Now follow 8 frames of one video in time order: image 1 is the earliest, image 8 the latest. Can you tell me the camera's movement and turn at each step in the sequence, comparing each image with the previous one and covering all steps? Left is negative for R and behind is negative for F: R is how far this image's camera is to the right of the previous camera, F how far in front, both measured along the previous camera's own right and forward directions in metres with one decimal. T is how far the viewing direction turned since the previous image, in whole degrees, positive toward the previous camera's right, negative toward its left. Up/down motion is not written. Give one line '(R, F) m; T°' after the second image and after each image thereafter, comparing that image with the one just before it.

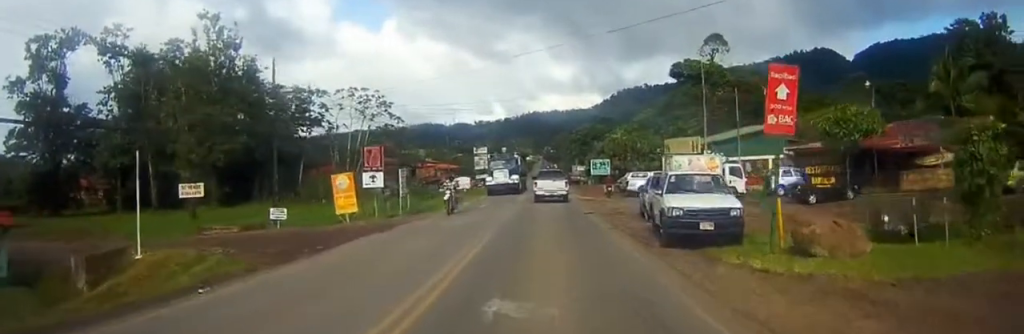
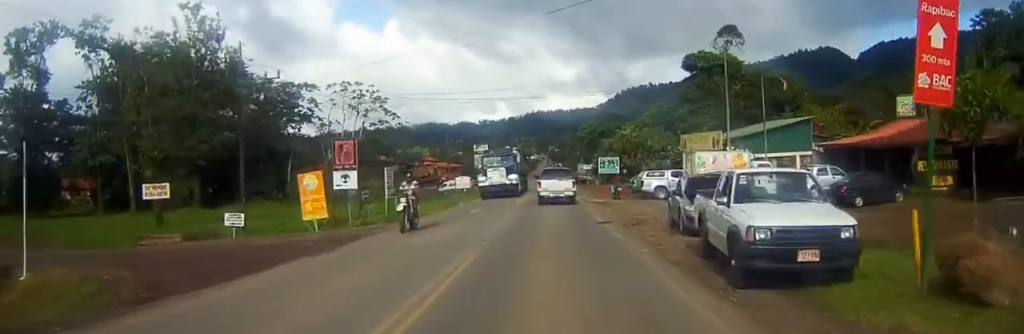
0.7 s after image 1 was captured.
(0.0, +5.3) m; 0°
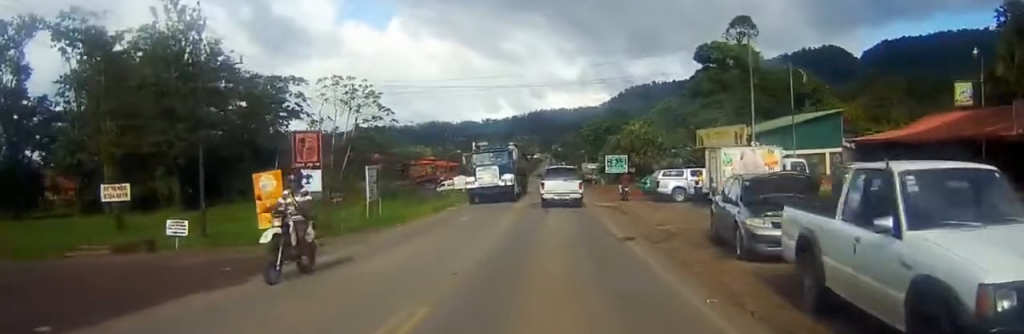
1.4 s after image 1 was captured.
(0.0, +5.1) m; 0°
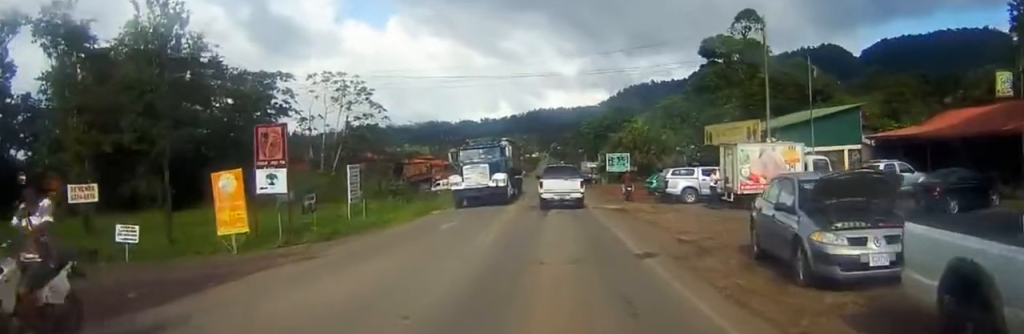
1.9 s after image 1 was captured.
(-0.1, +3.4) m; 0°
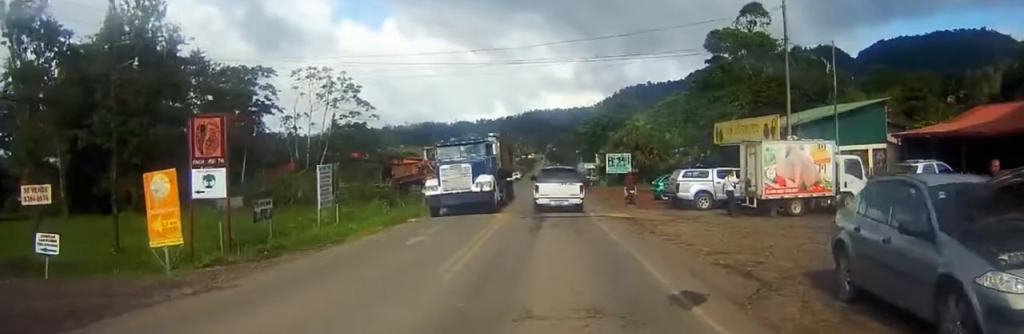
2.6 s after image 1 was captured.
(0.0, +4.4) m; 0°
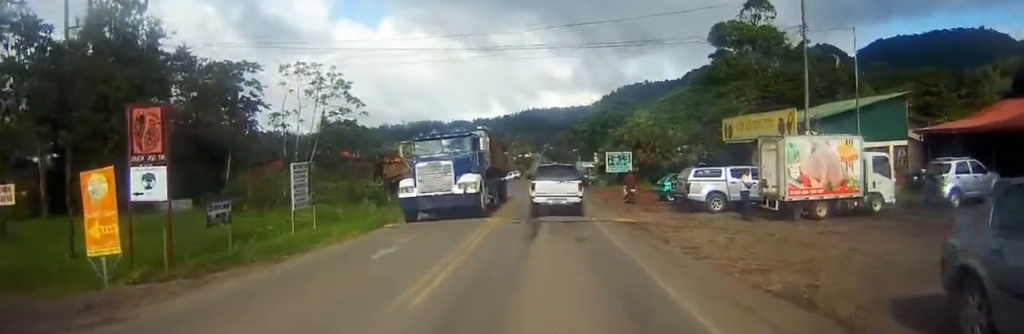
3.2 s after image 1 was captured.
(+0.1, +3.3) m; 0°
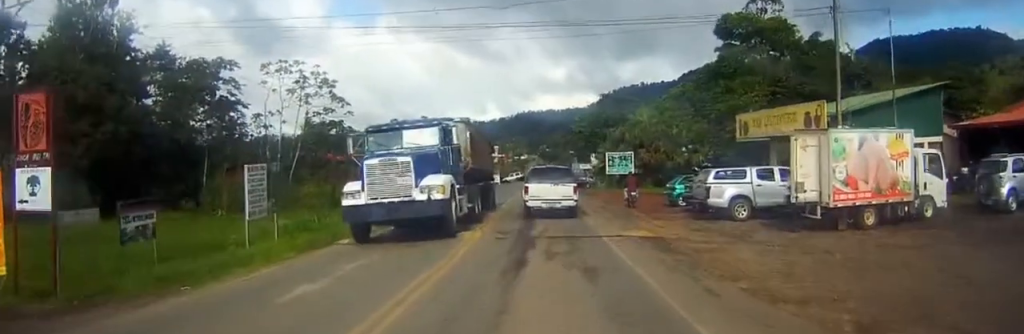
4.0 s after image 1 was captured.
(-0.1, +4.4) m; +1°
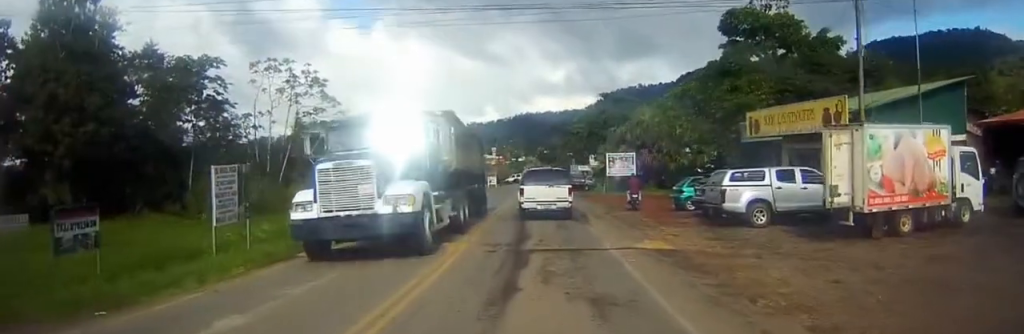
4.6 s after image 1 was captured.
(0.0, +2.5) m; +1°
